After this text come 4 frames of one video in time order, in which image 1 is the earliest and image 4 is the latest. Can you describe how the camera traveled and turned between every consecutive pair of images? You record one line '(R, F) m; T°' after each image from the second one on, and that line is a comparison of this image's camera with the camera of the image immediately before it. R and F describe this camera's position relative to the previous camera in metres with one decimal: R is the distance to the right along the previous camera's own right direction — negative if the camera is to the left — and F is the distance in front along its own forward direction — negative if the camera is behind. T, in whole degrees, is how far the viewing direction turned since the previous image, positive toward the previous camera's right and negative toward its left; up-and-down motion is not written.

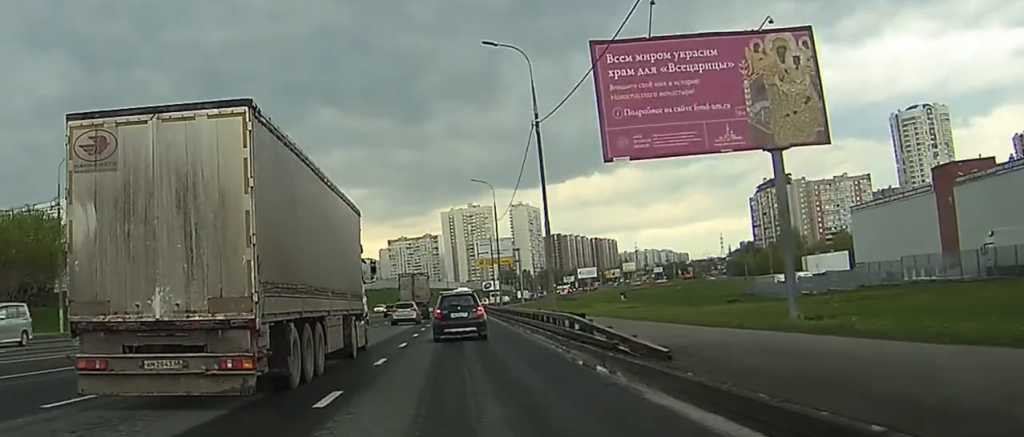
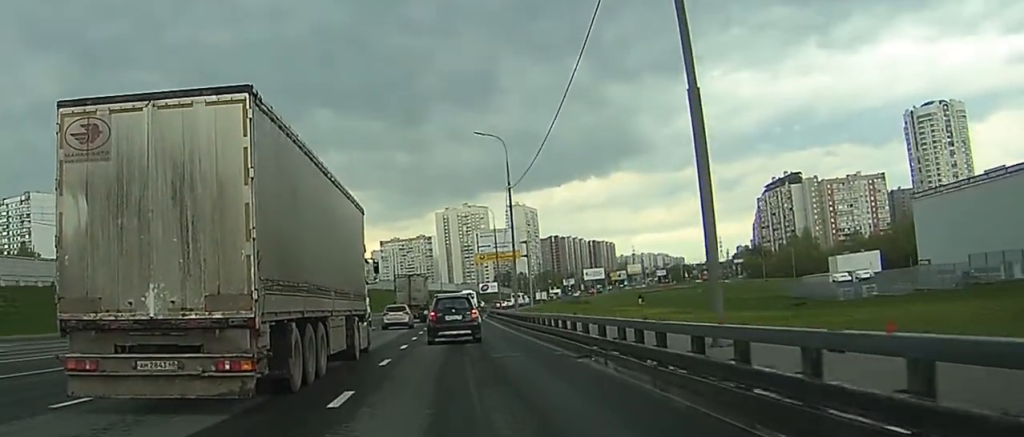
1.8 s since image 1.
(0.0, +28.6) m; -1°
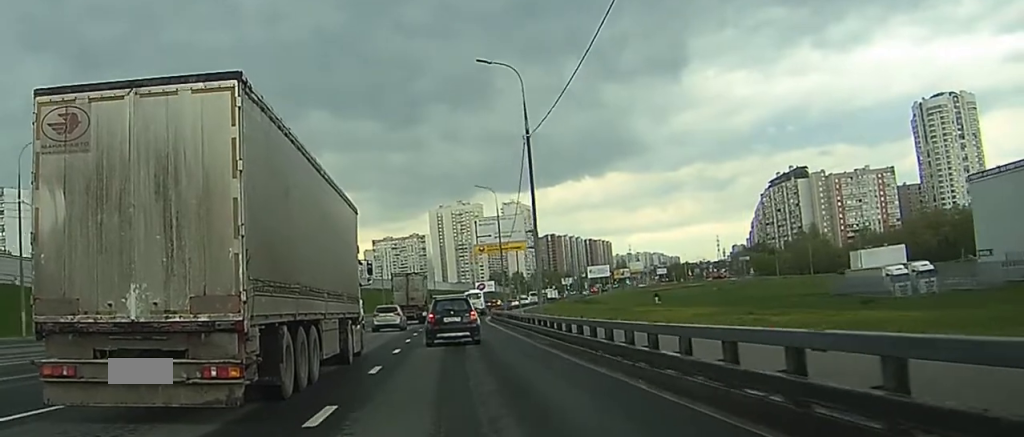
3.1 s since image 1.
(-0.1, +19.5) m; 0°
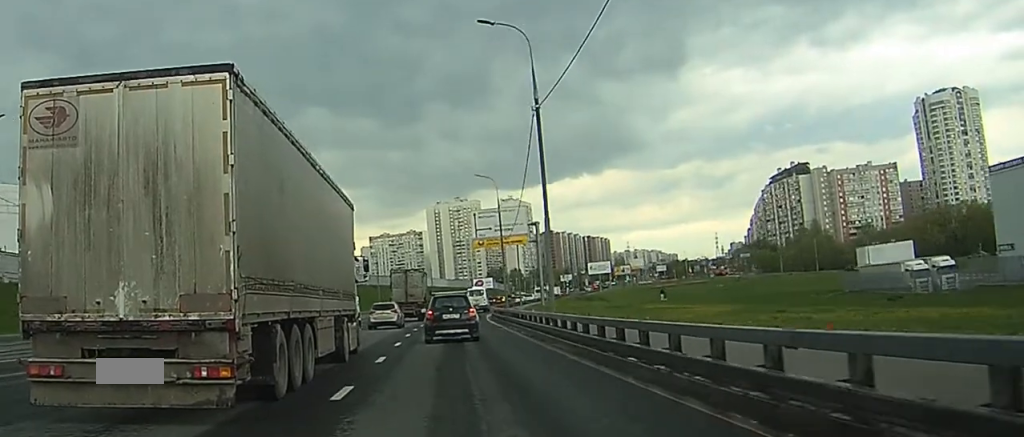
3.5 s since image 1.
(0.0, +5.7) m; 0°
